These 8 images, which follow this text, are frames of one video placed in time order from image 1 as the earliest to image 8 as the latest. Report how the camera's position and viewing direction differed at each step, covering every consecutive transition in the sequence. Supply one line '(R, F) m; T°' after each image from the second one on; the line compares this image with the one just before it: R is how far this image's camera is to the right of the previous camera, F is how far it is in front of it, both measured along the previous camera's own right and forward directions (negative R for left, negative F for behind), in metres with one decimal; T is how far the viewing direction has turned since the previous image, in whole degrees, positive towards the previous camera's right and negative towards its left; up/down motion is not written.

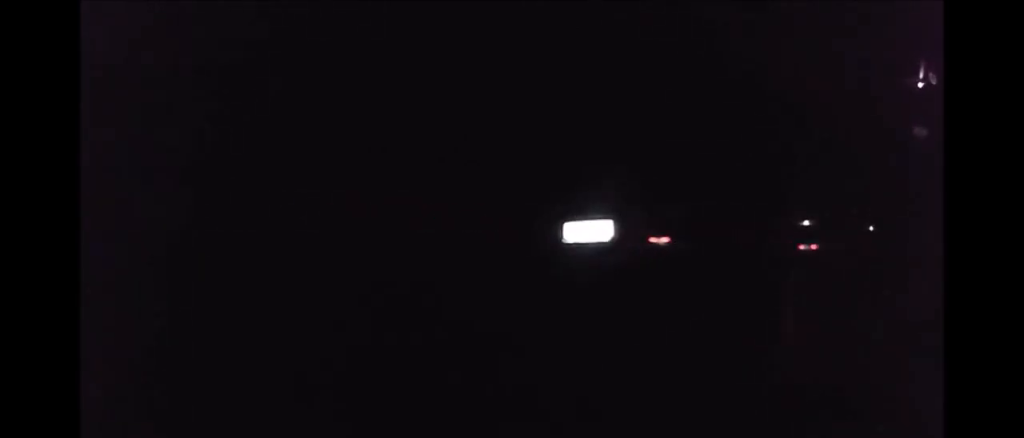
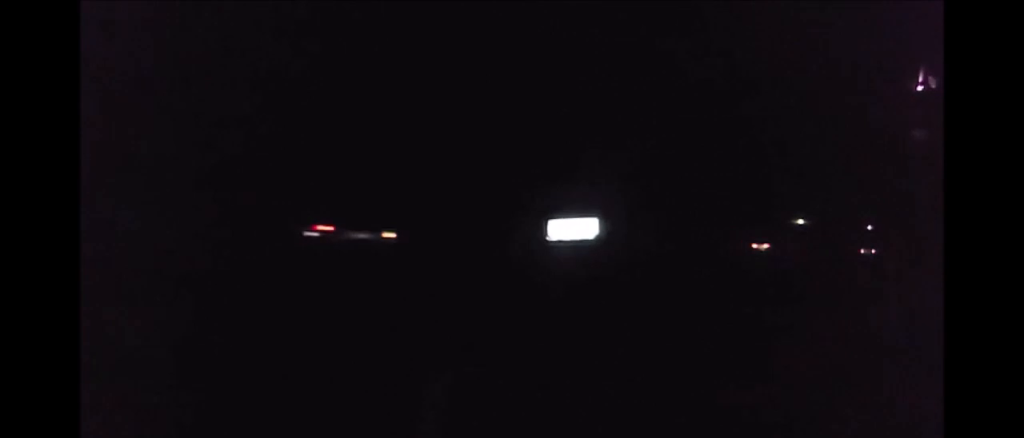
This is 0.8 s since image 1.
(-0.3, +10.9) m; 0°
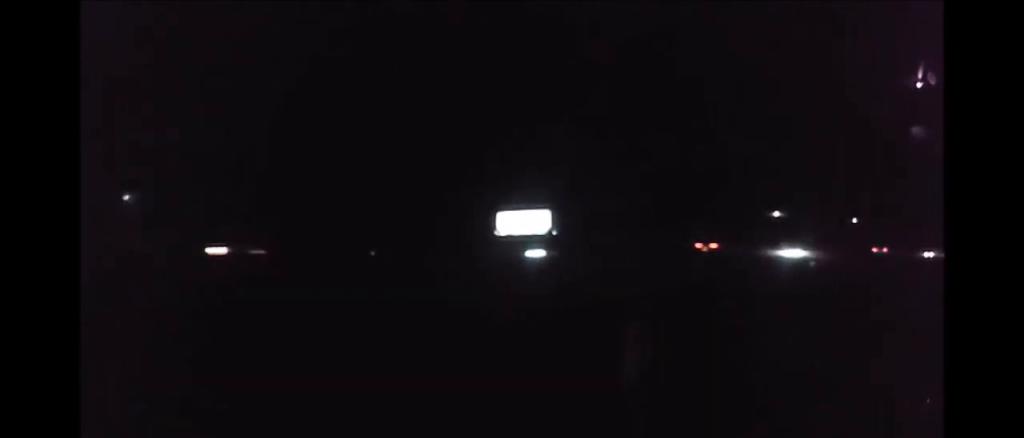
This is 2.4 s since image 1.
(+0.8, +23.2) m; +3°
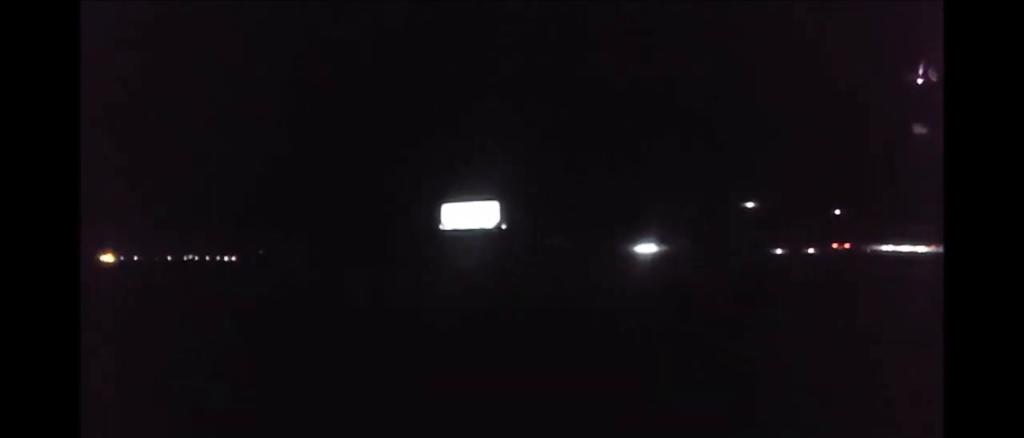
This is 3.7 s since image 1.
(-0.3, +20.3) m; 0°
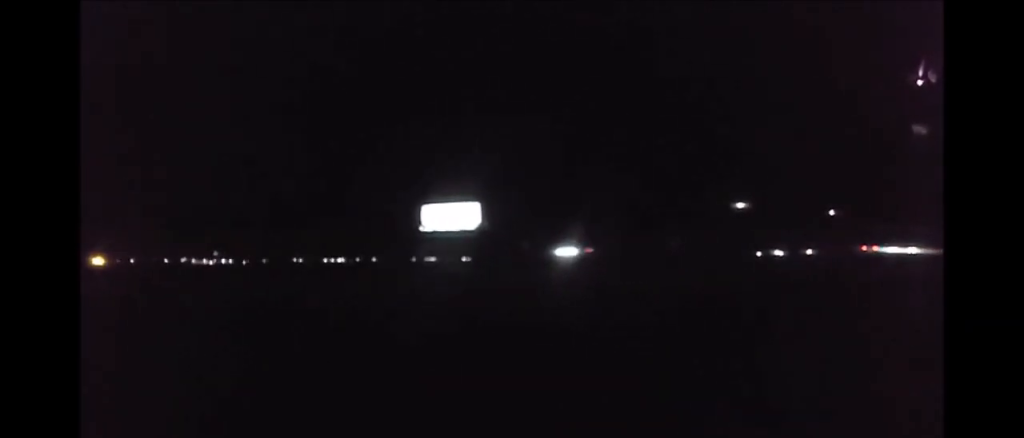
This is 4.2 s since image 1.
(+0.1, +7.2) m; +1°
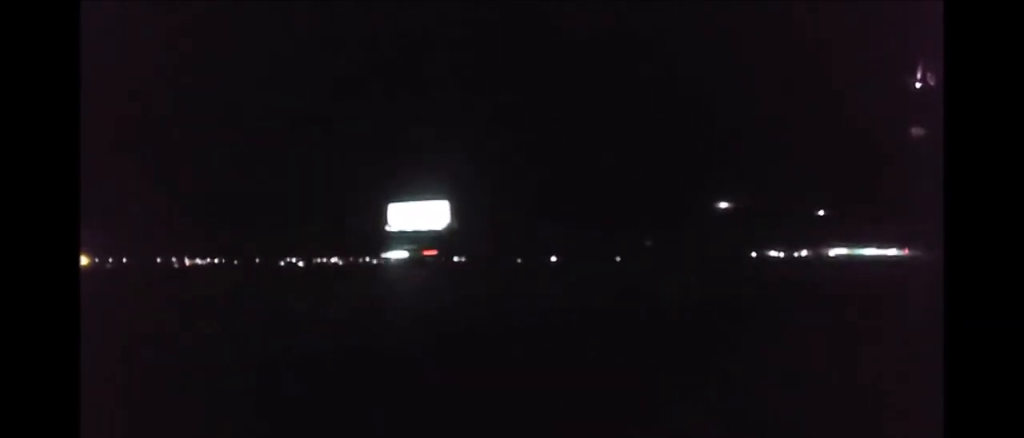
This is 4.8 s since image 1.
(+0.1, +9.6) m; 0°
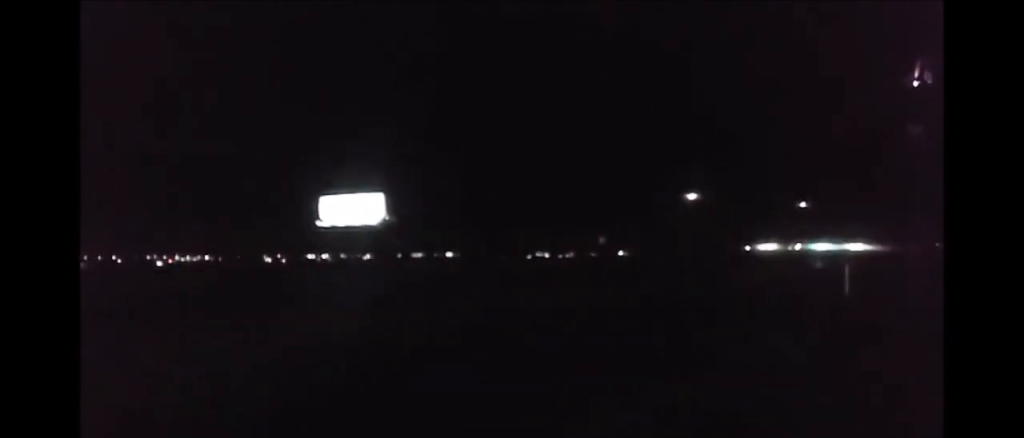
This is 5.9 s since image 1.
(-0.1, +17.4) m; 0°
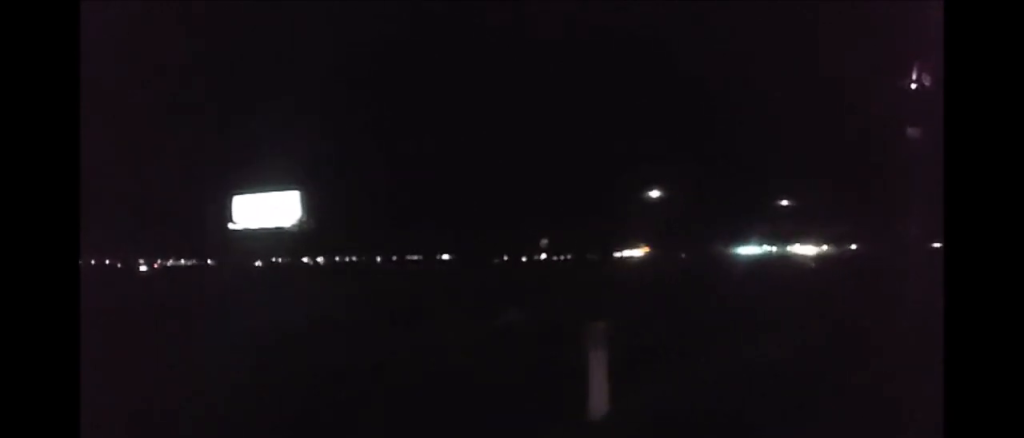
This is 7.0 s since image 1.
(-0.1, +18.6) m; 0°
